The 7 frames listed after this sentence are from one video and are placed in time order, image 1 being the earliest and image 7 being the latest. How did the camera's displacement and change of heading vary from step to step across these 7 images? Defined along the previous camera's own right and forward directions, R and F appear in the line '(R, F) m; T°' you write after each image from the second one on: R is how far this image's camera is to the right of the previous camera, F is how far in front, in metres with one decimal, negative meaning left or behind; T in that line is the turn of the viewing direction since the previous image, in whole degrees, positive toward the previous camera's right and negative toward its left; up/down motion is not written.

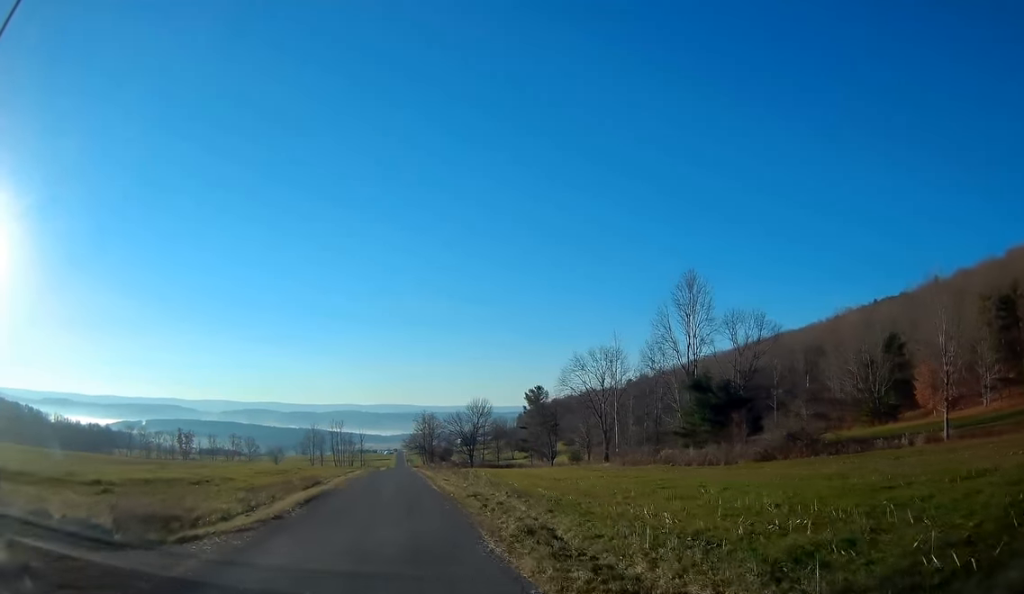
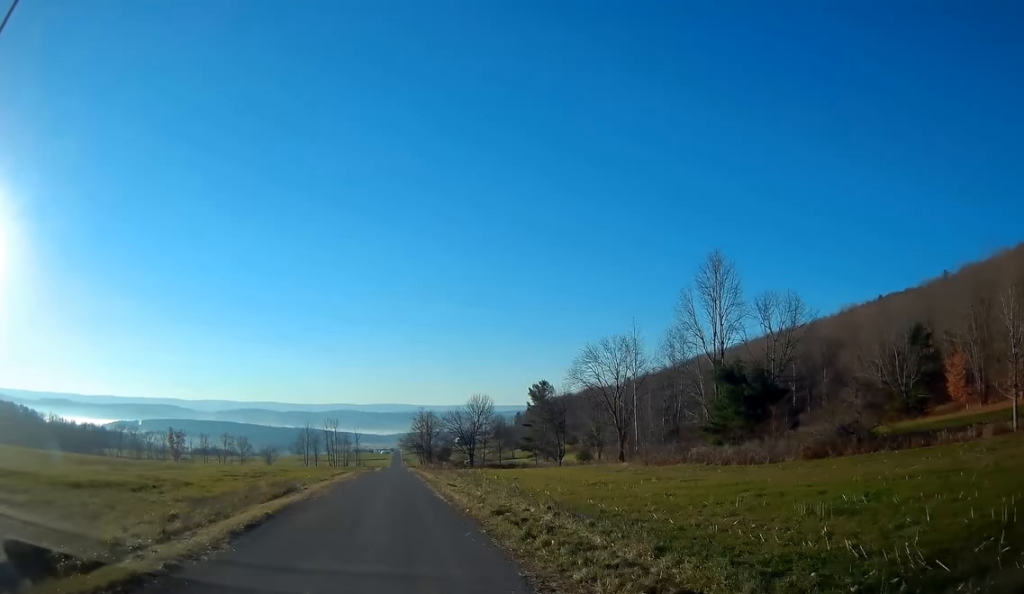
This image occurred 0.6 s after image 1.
(-0.1, +8.3) m; +1°
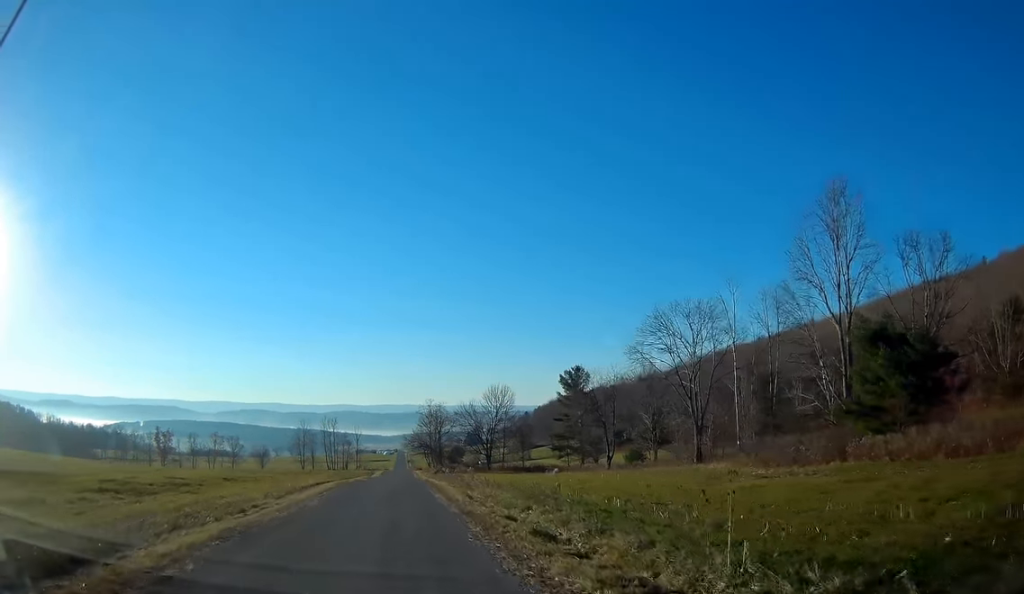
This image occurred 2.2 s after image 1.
(+0.2, +23.1) m; -1°
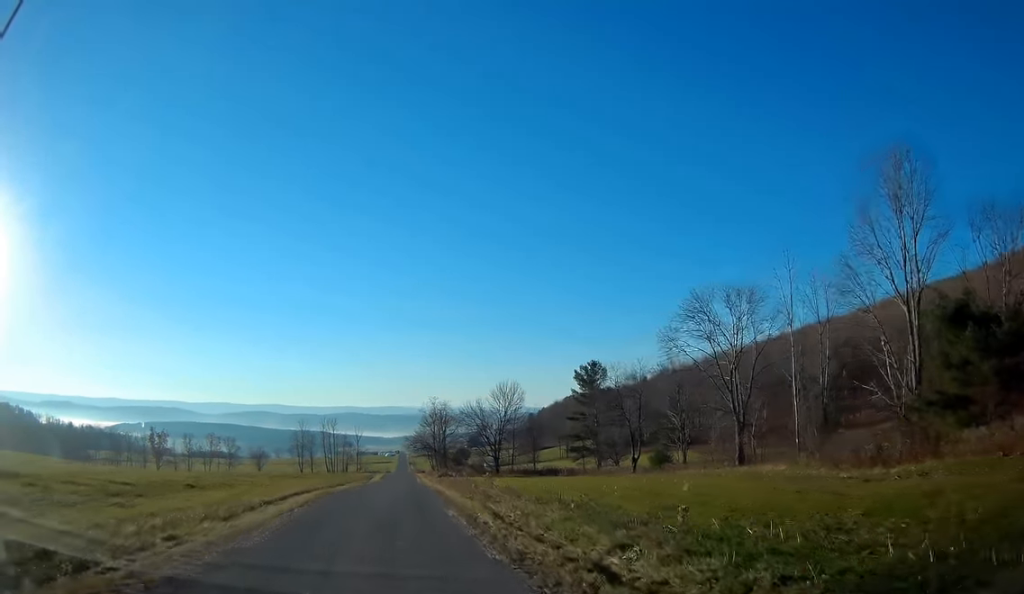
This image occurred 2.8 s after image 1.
(-0.1, +8.6) m; -1°
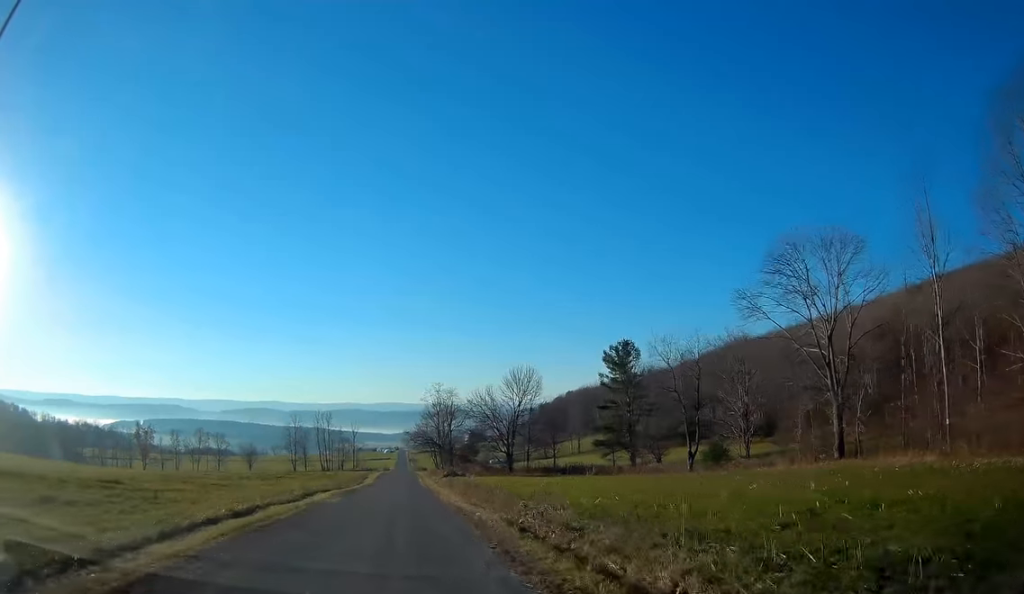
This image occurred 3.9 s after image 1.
(0.0, +15.3) m; 0°
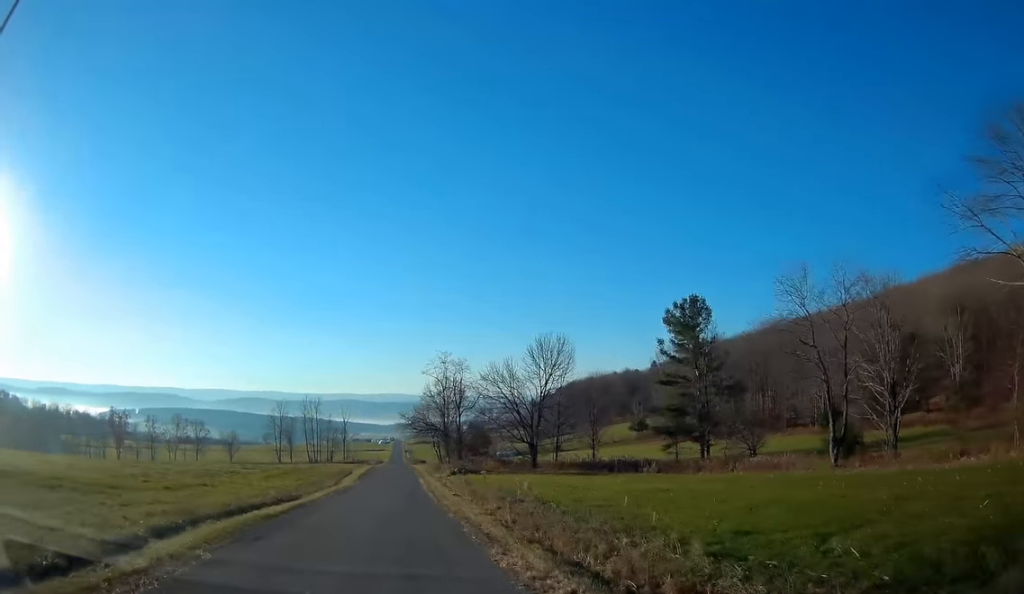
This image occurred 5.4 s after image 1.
(0.0, +22.5) m; 0°
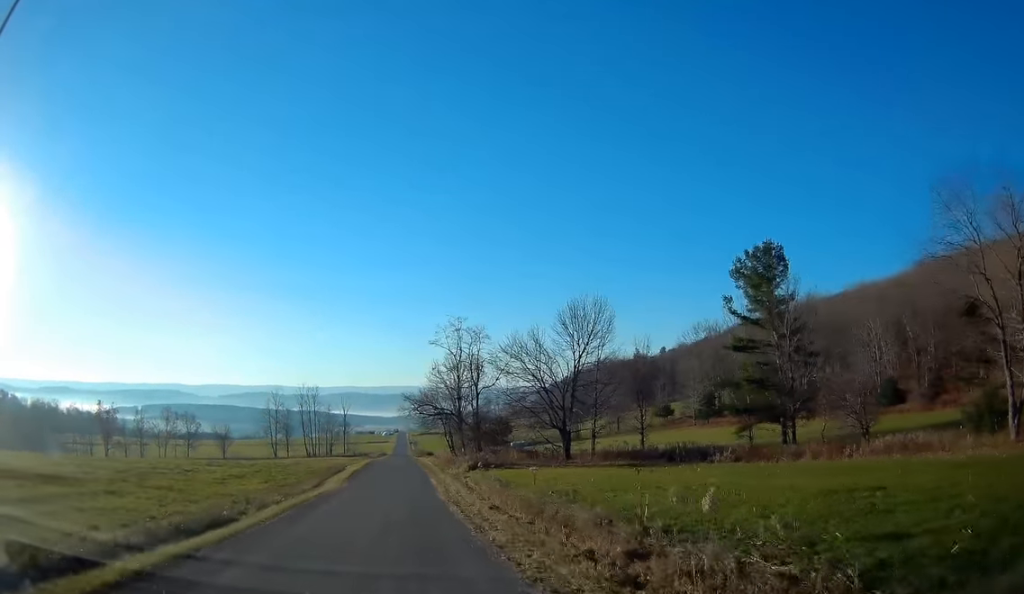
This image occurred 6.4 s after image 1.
(0.0, +14.3) m; +1°
